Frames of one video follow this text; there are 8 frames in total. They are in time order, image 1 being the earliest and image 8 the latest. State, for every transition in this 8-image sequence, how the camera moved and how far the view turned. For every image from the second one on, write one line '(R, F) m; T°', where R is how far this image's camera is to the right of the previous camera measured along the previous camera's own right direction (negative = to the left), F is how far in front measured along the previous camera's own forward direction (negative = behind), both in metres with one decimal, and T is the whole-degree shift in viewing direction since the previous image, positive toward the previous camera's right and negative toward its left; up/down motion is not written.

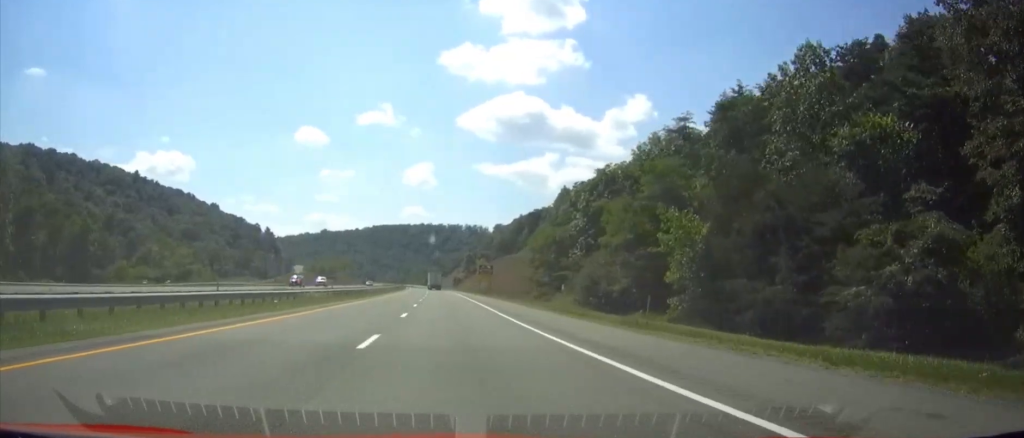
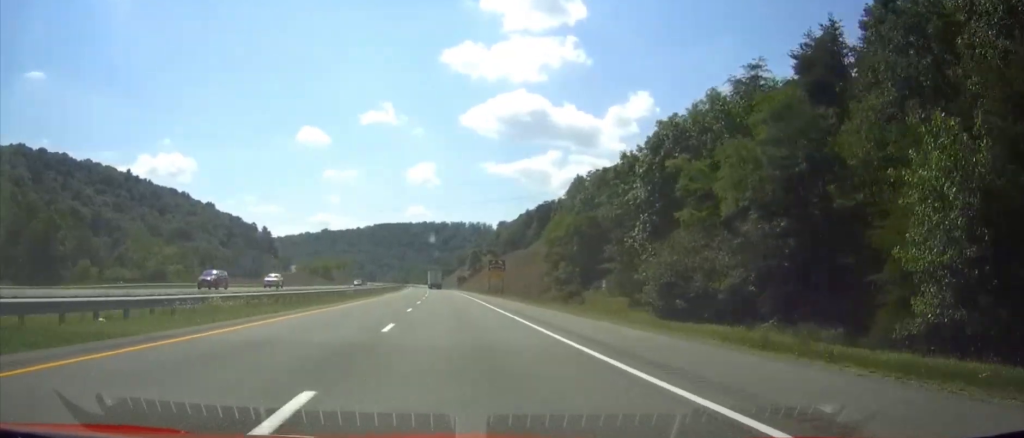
(0.0, +20.3) m; 0°
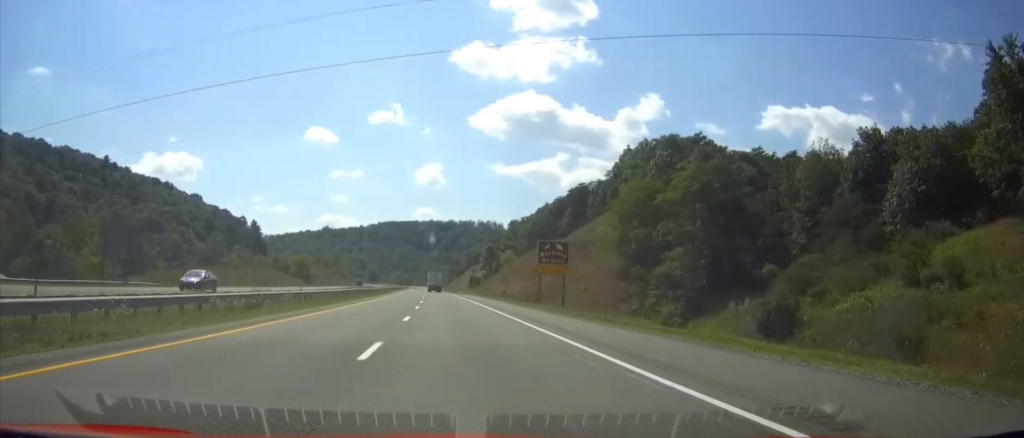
(-0.3, +55.0) m; -1°
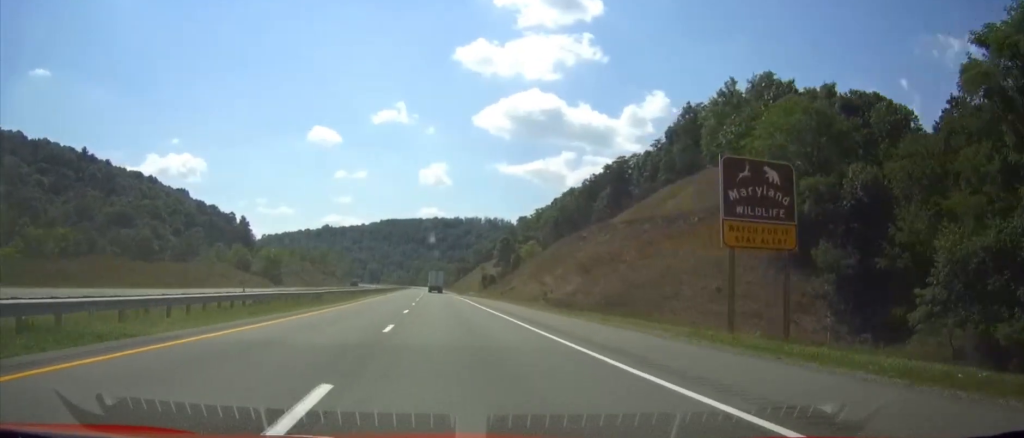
(-0.2, +42.4) m; 0°
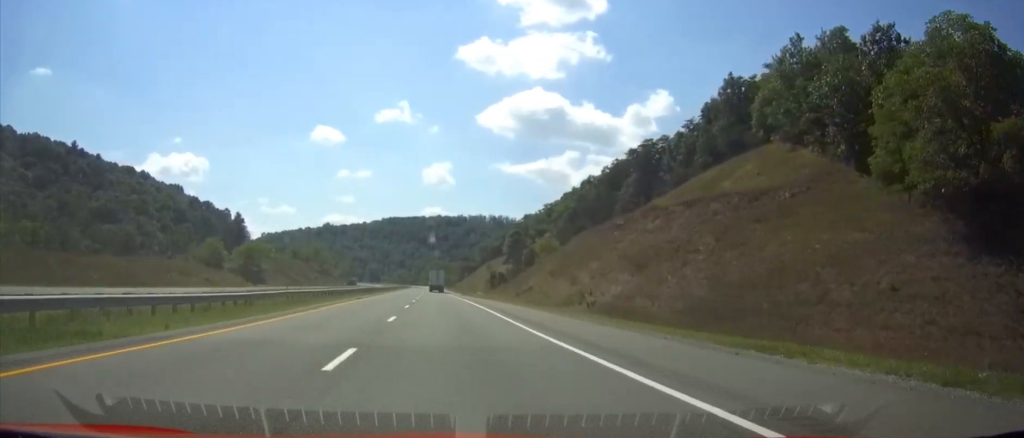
(+0.1, +20.0) m; 0°
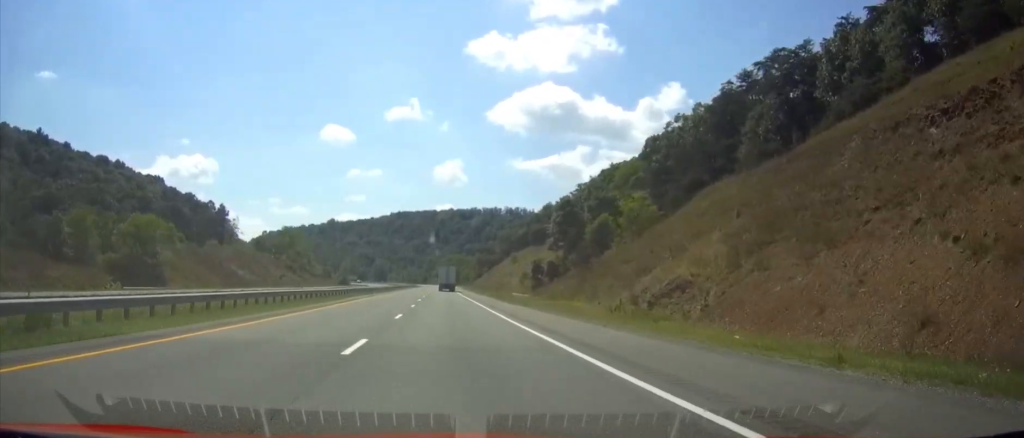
(-0.6, +58.9) m; -1°
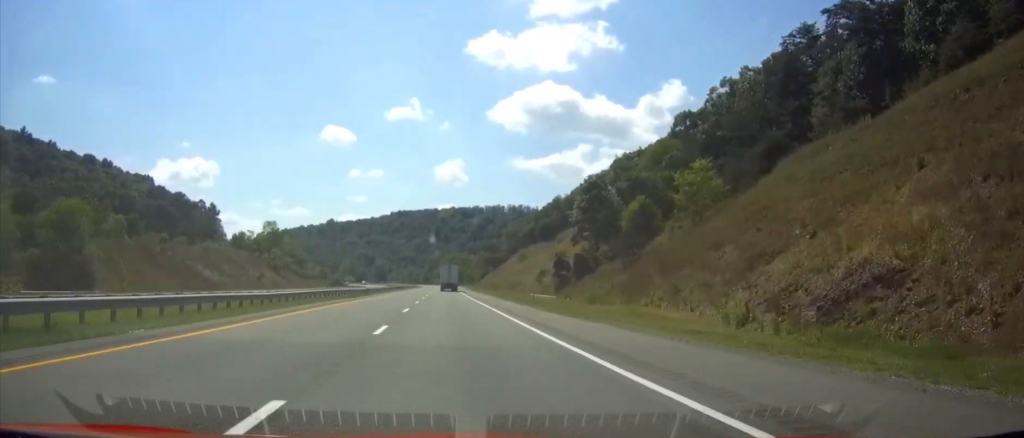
(0.0, +20.0) m; 0°
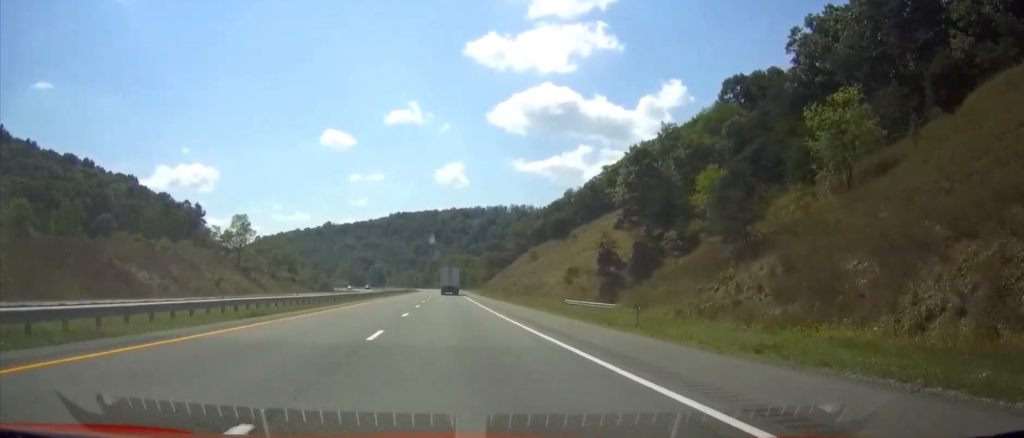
(-0.1, +25.5) m; 0°
